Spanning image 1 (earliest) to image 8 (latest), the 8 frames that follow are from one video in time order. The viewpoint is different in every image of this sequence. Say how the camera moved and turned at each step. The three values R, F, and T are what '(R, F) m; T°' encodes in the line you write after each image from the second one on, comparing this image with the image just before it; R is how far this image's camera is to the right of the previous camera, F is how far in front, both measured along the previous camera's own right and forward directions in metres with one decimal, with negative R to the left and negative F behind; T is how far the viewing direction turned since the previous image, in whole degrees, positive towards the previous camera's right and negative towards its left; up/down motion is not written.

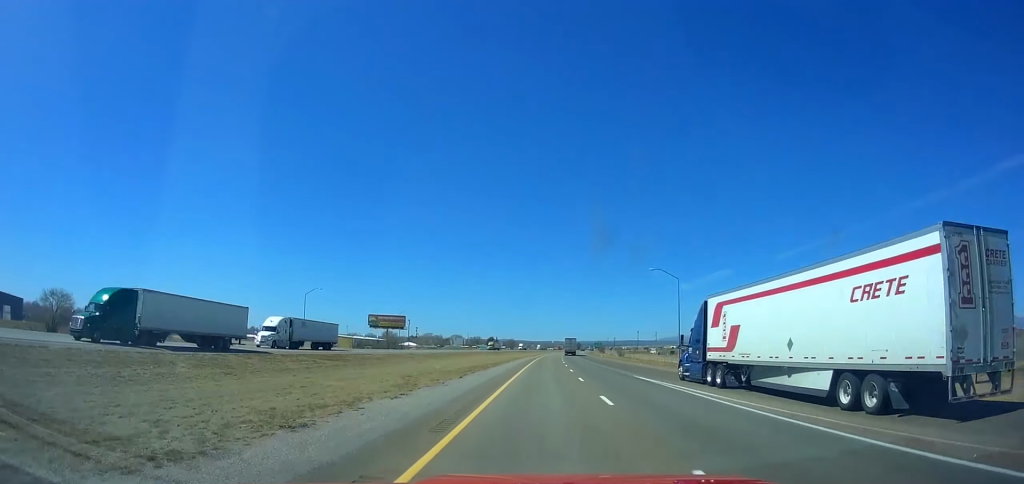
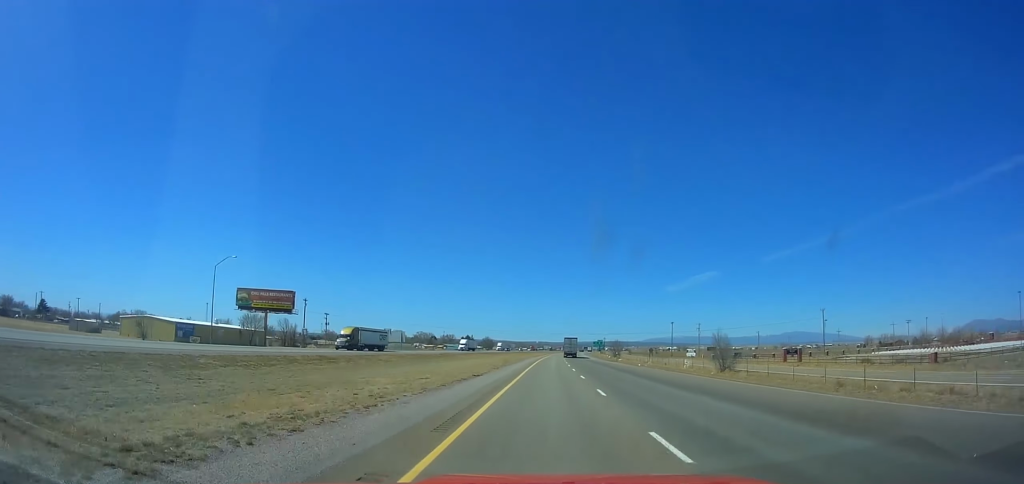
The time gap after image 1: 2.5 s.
(+0.4, +74.4) m; +1°
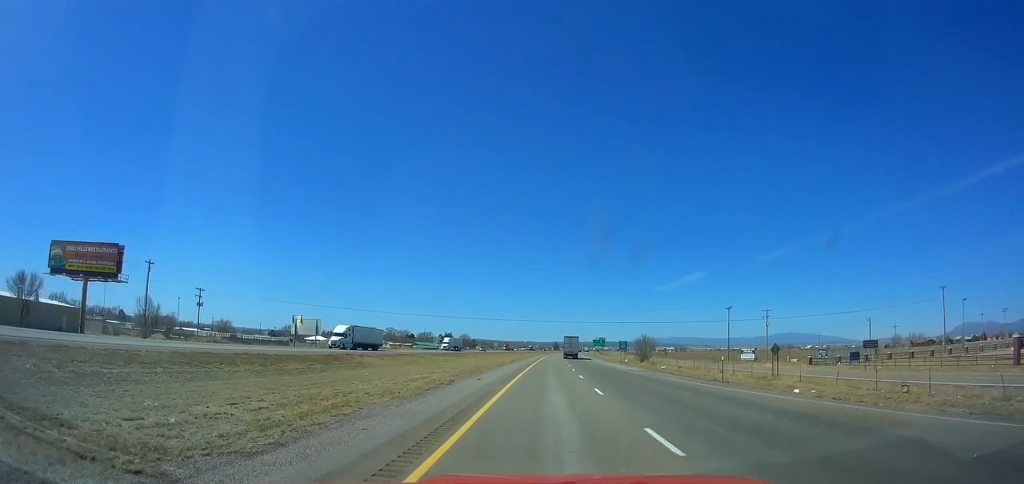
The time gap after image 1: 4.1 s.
(+0.4, +55.6) m; +1°
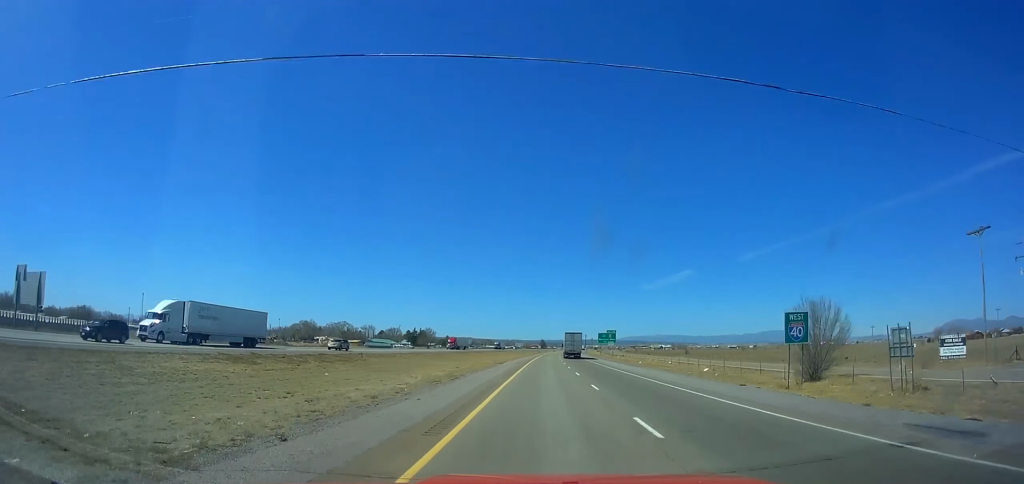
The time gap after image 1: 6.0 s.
(+0.2, +67.2) m; +1°
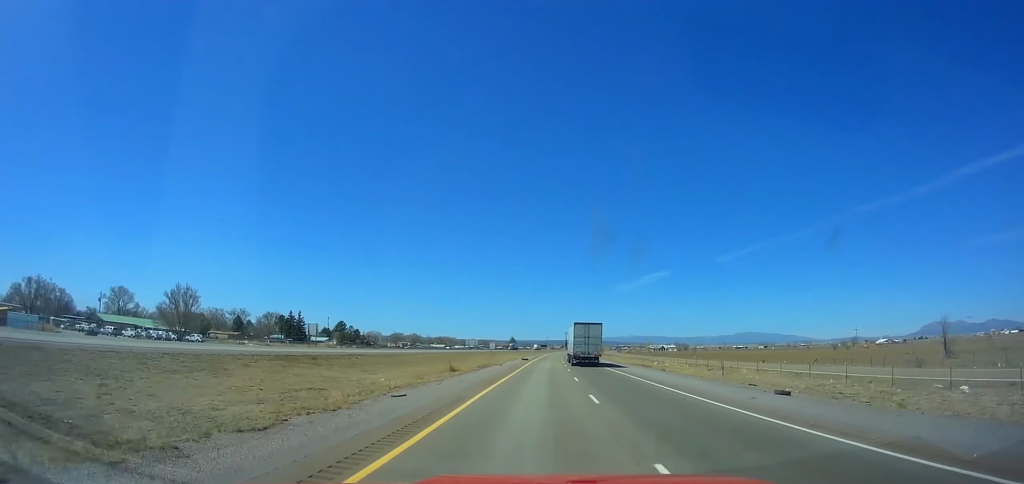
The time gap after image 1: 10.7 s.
(+4.9, +177.4) m; +3°
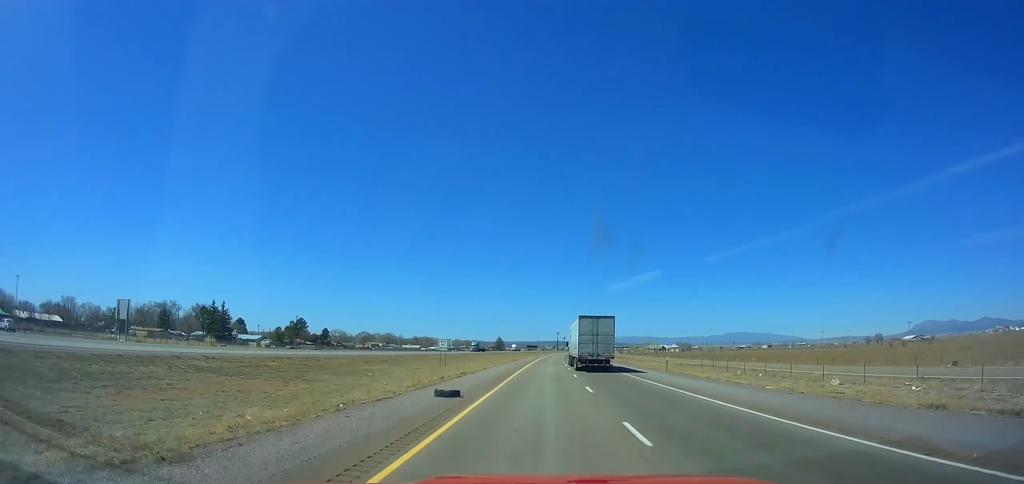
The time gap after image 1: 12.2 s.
(+0.4, +60.5) m; +1°
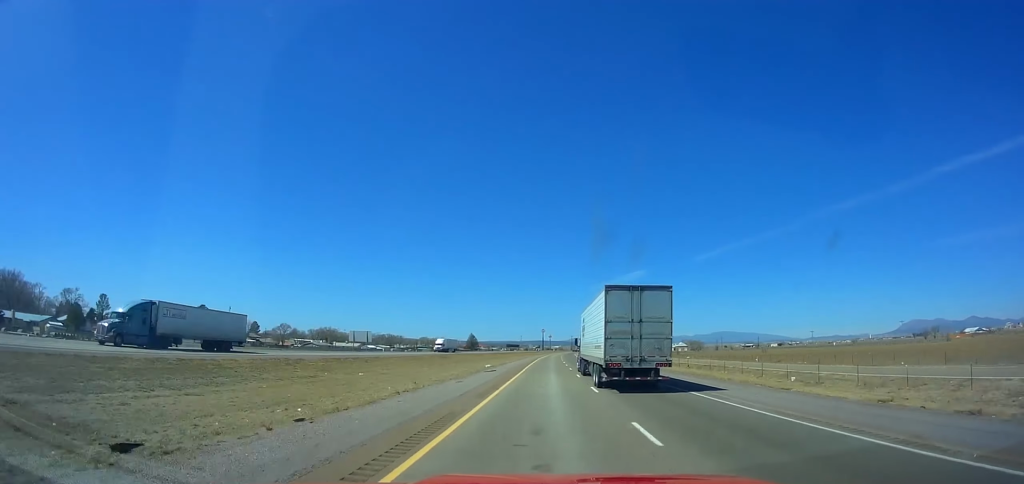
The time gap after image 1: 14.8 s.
(+2.0, +112.4) m; +2°
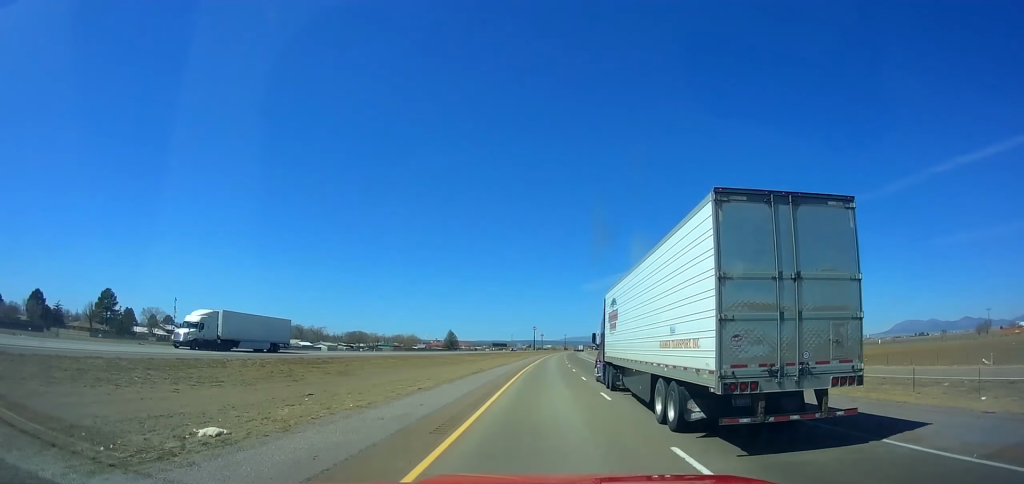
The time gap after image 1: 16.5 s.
(+1.0, +86.2) m; +1°
